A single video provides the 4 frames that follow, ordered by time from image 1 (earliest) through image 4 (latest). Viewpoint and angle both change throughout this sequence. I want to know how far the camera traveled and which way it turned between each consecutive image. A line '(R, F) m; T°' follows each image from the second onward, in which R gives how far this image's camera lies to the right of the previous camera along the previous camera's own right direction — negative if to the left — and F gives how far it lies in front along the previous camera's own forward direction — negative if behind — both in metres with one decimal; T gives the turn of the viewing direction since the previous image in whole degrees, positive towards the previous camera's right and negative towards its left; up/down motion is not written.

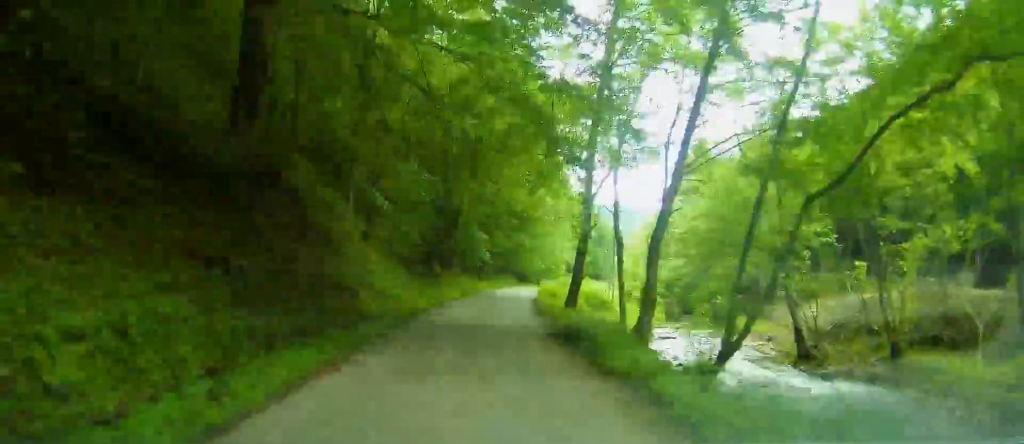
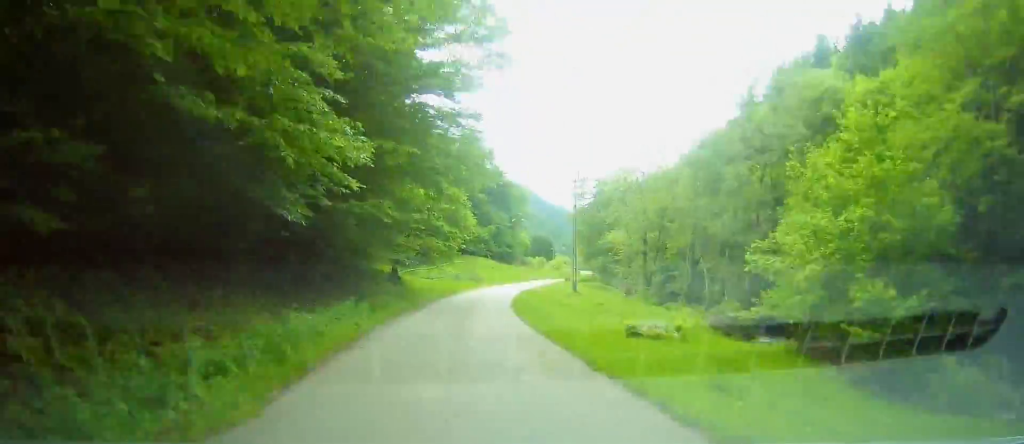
(+7.9, +88.9) m; +13°
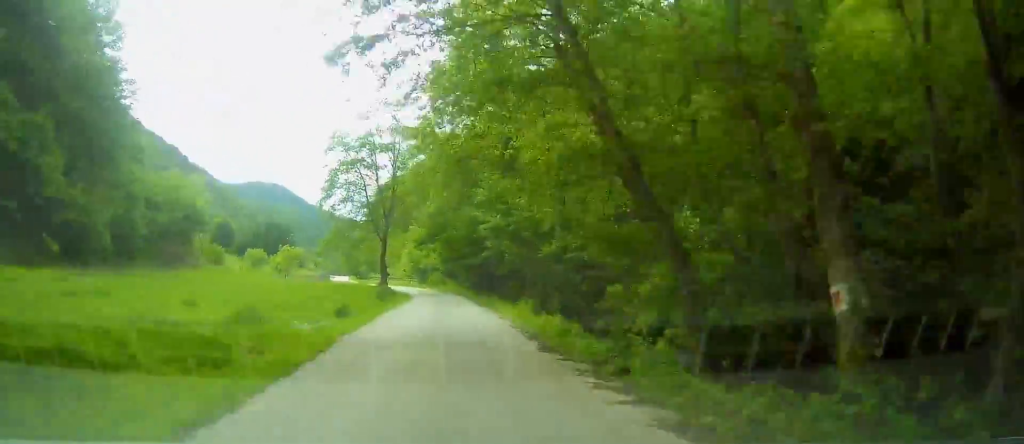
(+18.9, +125.9) m; +7°
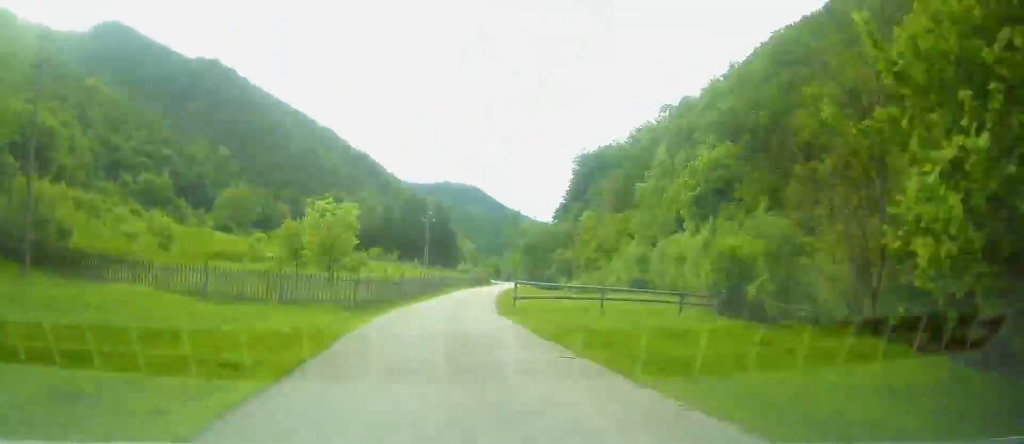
(-6.5, +65.4) m; -6°
